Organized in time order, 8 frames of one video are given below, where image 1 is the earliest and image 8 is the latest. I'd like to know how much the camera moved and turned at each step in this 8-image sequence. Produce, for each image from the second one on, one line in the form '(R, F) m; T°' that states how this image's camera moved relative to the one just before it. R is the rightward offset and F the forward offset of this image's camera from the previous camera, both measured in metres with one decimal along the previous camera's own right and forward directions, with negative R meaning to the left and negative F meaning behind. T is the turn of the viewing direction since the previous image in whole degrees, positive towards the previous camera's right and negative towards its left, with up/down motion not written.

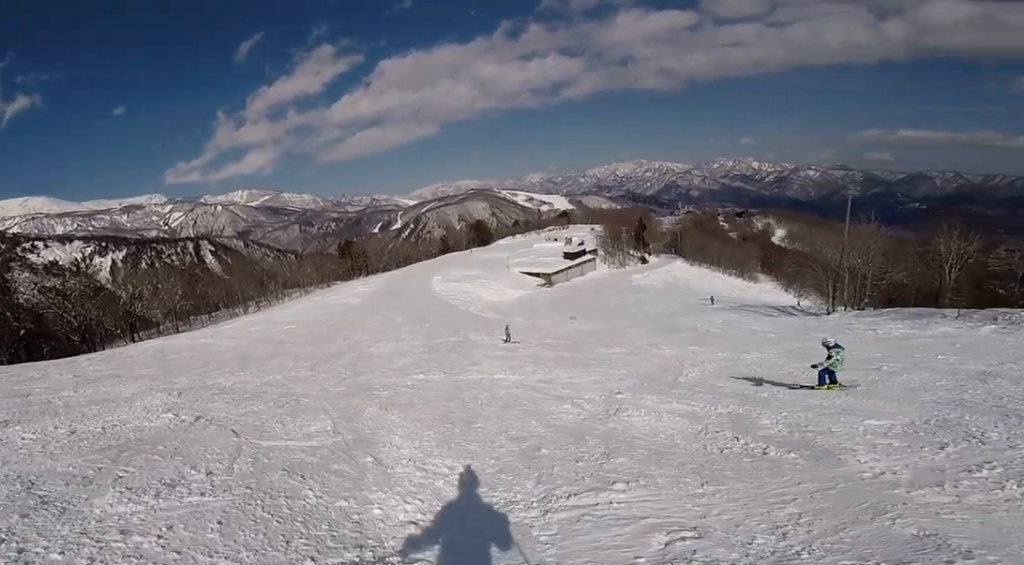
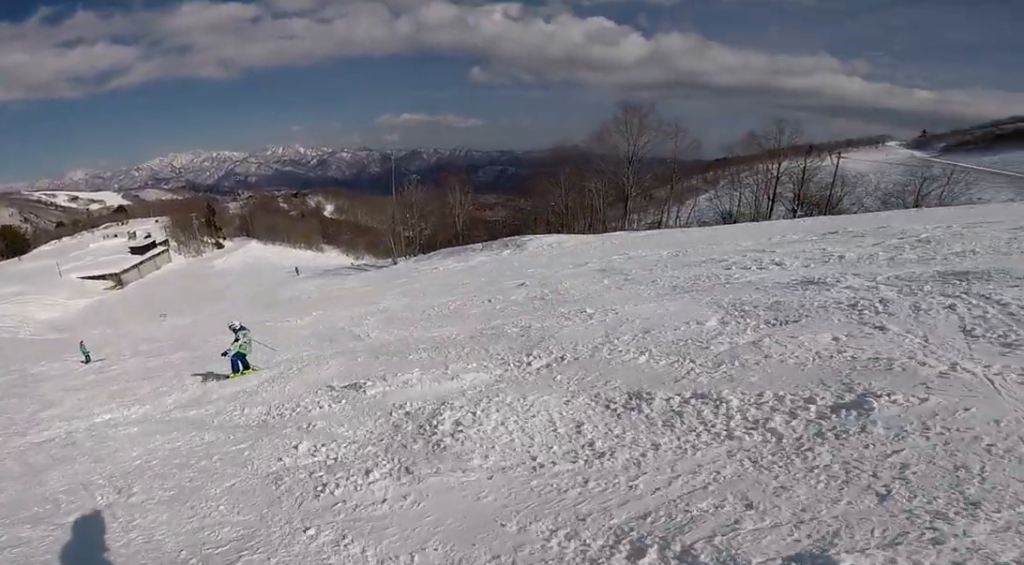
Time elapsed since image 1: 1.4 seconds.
(+2.2, +3.2) m; +42°
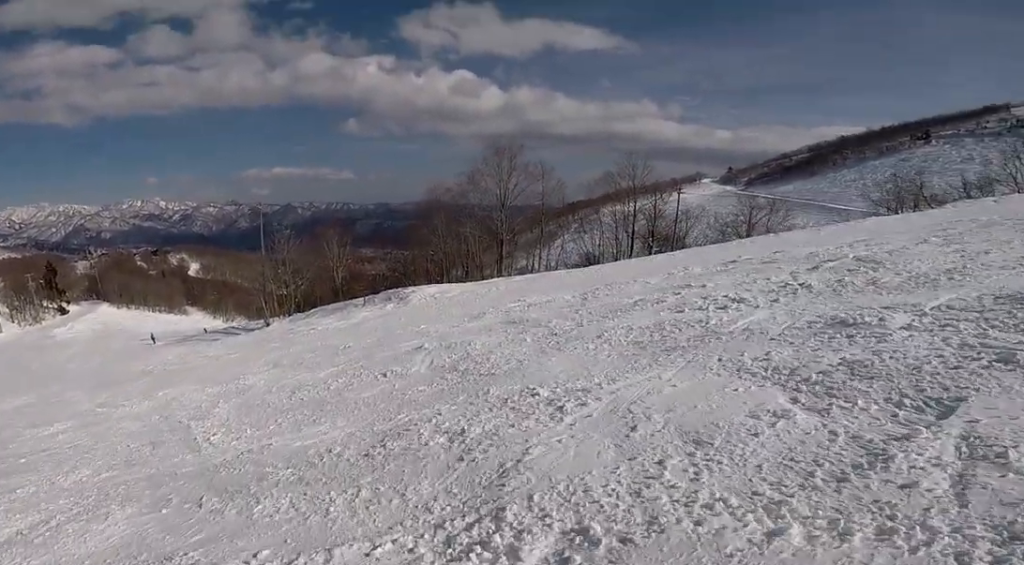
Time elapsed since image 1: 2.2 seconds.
(+0.2, +2.5) m; +11°
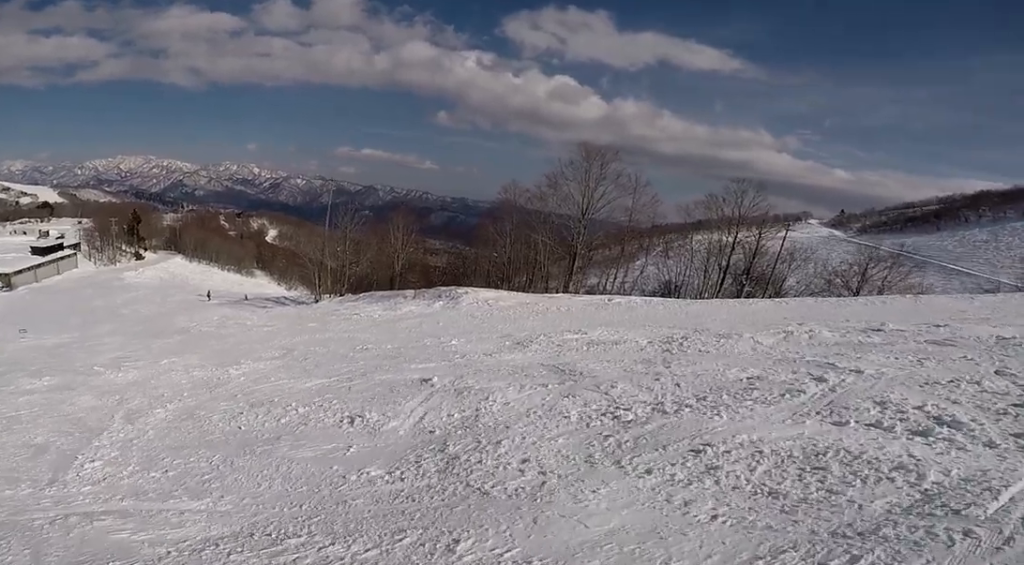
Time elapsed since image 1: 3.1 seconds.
(+0.4, +3.2) m; +6°
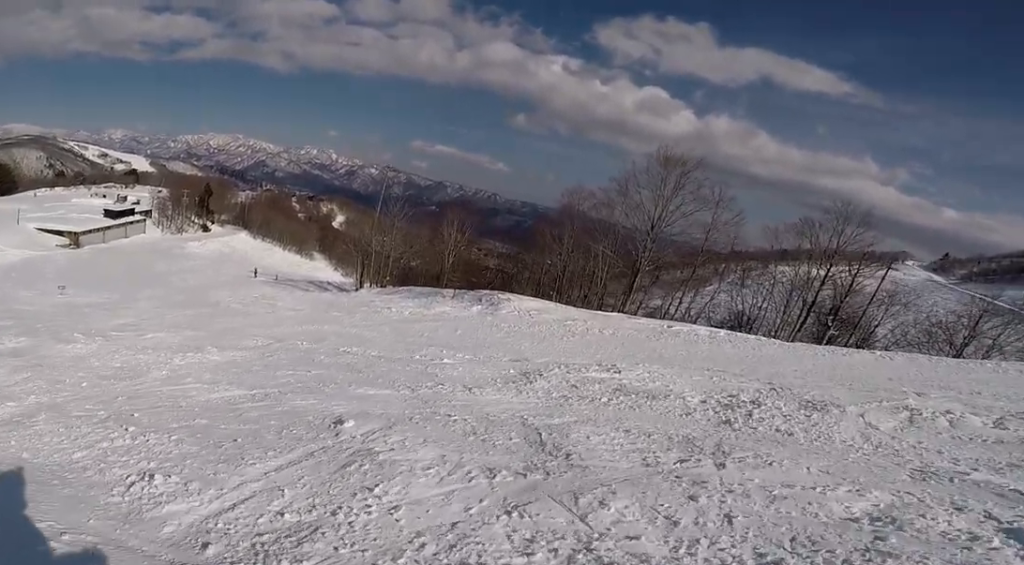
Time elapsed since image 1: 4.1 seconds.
(-0.1, +3.5) m; -23°
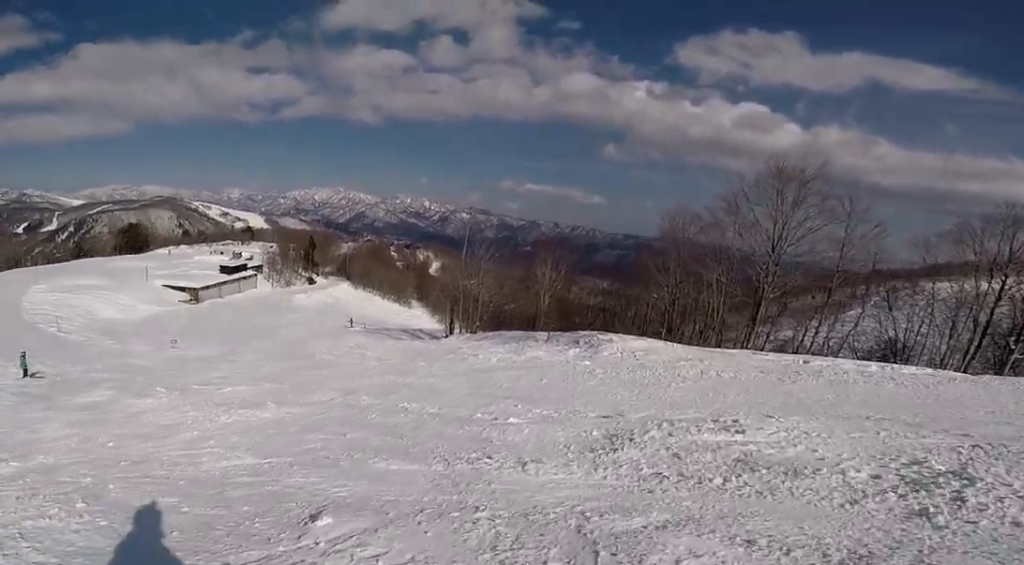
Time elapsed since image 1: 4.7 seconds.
(-0.1, +1.9) m; -24°
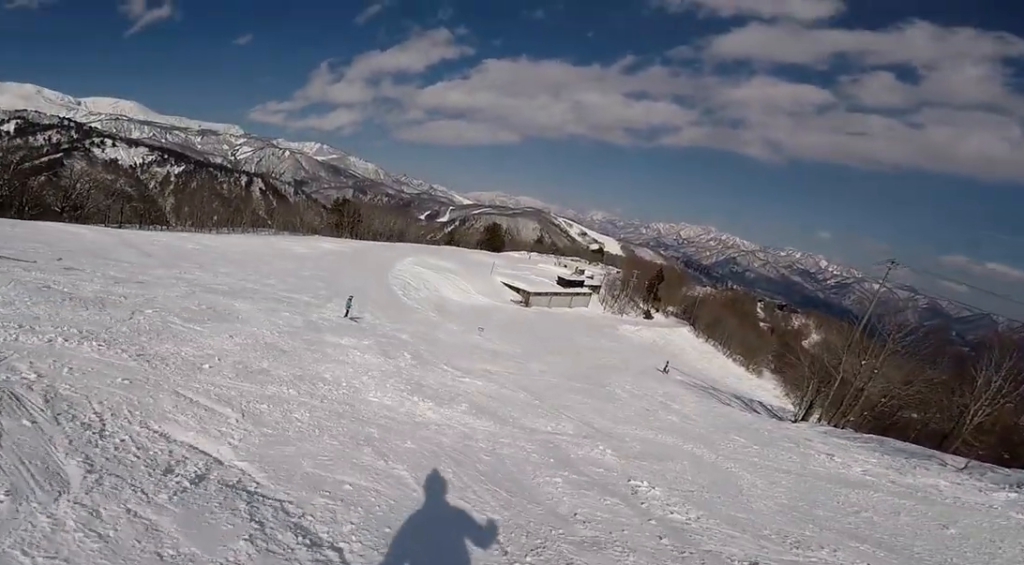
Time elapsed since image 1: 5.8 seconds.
(-1.6, +3.7) m; -26°
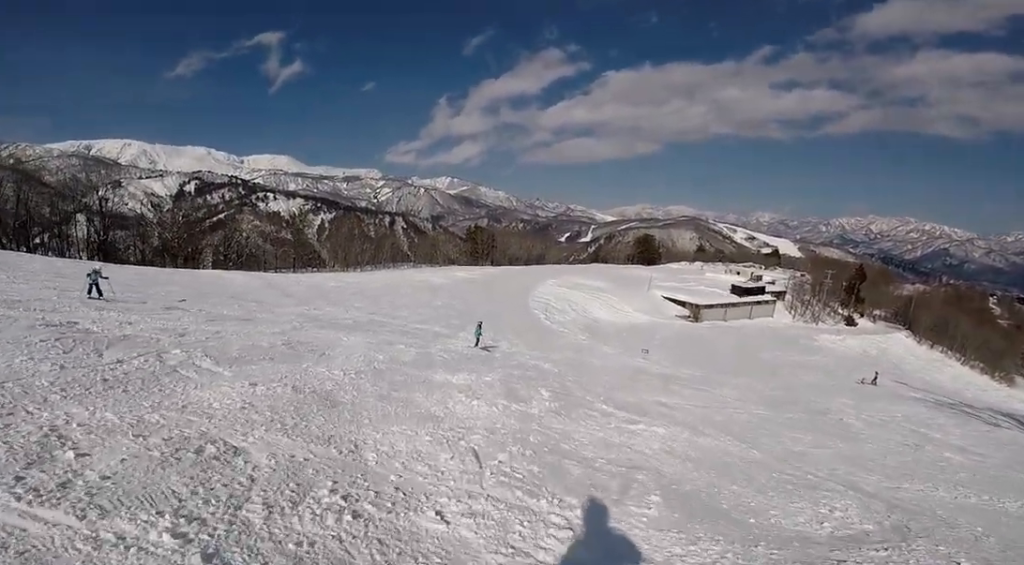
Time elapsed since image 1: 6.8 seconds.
(-0.1, +3.6) m; -21°
